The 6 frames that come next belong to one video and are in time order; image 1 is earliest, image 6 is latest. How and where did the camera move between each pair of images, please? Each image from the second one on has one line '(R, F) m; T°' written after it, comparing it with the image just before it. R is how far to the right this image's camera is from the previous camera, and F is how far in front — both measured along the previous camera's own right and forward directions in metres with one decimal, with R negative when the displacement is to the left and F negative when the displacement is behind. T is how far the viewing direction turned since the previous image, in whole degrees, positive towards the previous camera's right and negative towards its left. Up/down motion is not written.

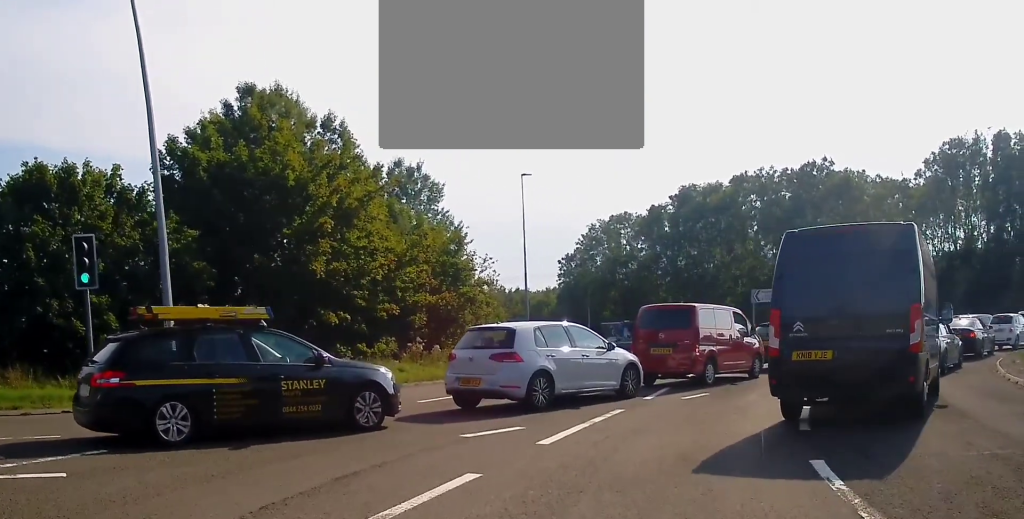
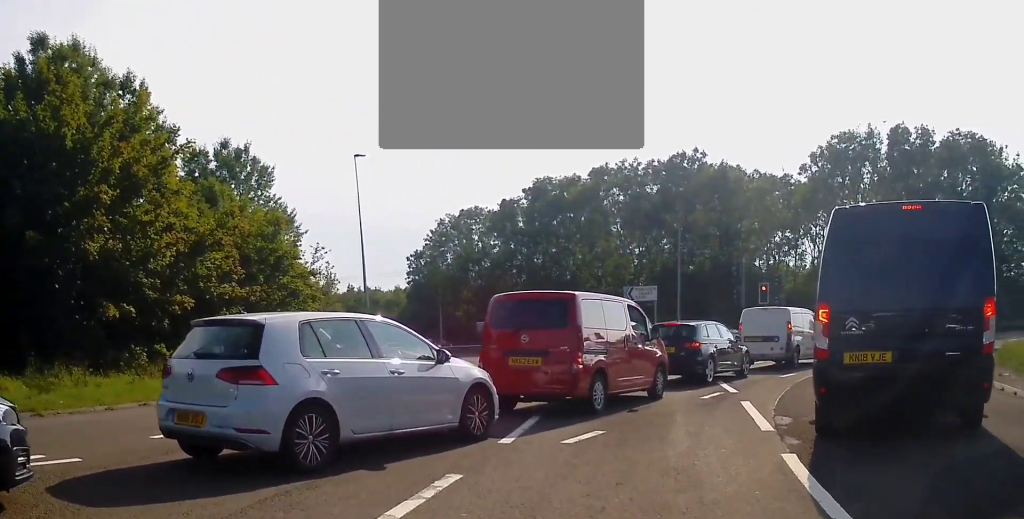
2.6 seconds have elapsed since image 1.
(+0.2, +5.4) m; -6°
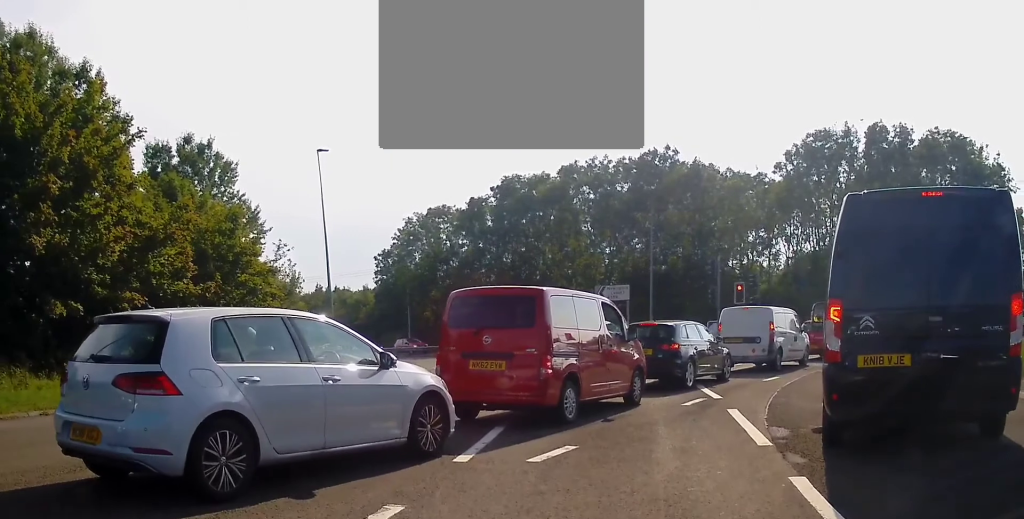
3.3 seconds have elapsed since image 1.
(+0.1, +0.9) m; 0°
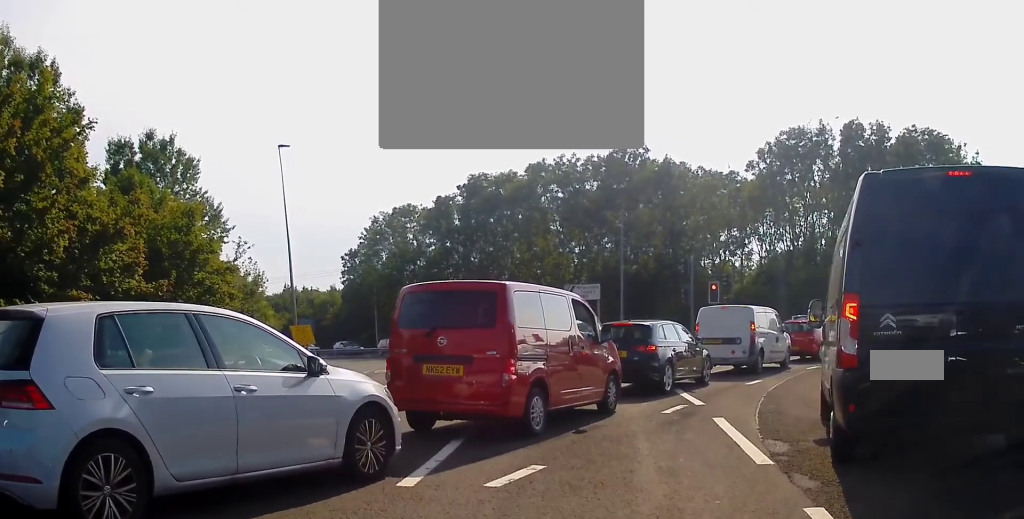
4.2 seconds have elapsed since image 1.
(+0.2, +0.5) m; 0°
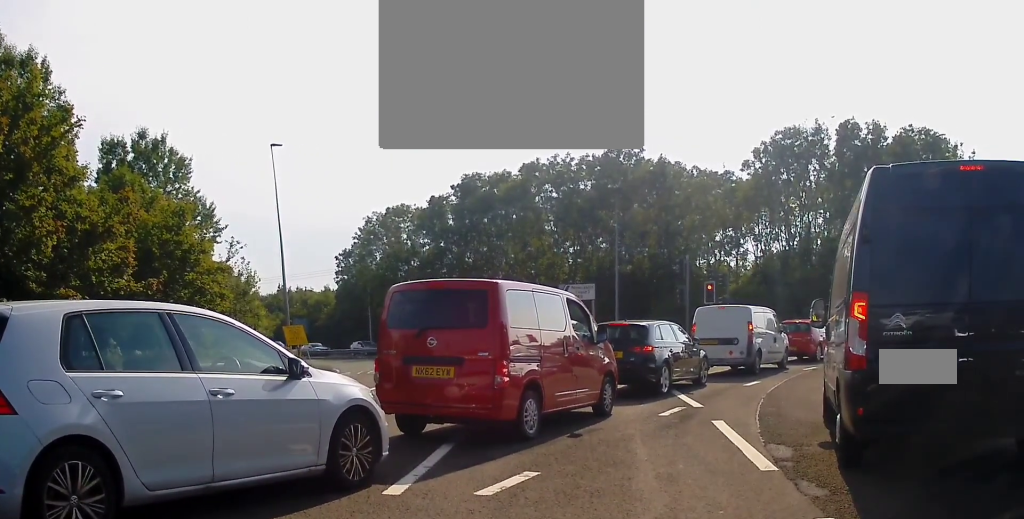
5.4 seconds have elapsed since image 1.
(+0.1, +0.1) m; 0°
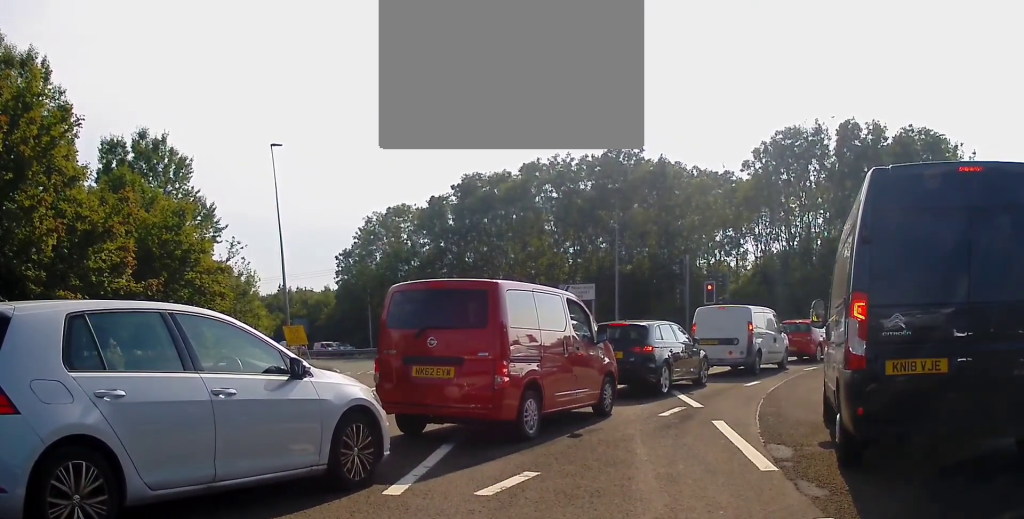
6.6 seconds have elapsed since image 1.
(+0.1, 0.0) m; 0°
